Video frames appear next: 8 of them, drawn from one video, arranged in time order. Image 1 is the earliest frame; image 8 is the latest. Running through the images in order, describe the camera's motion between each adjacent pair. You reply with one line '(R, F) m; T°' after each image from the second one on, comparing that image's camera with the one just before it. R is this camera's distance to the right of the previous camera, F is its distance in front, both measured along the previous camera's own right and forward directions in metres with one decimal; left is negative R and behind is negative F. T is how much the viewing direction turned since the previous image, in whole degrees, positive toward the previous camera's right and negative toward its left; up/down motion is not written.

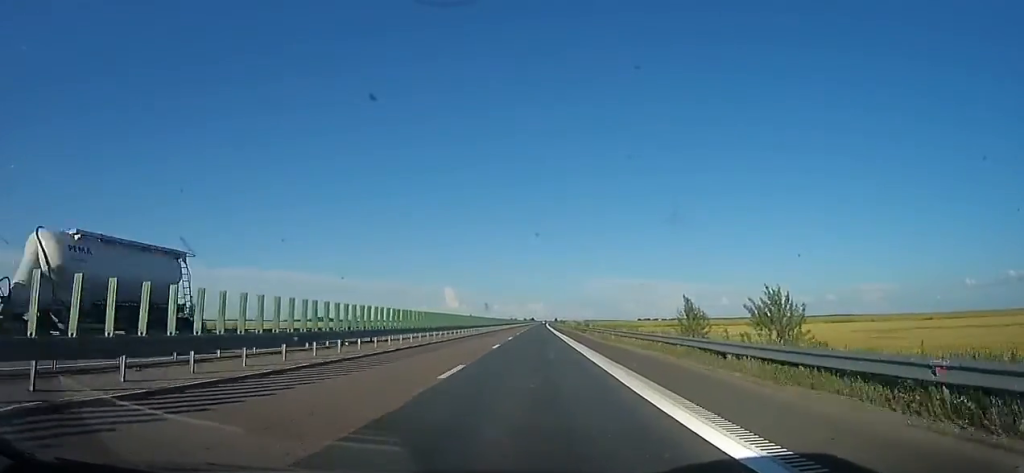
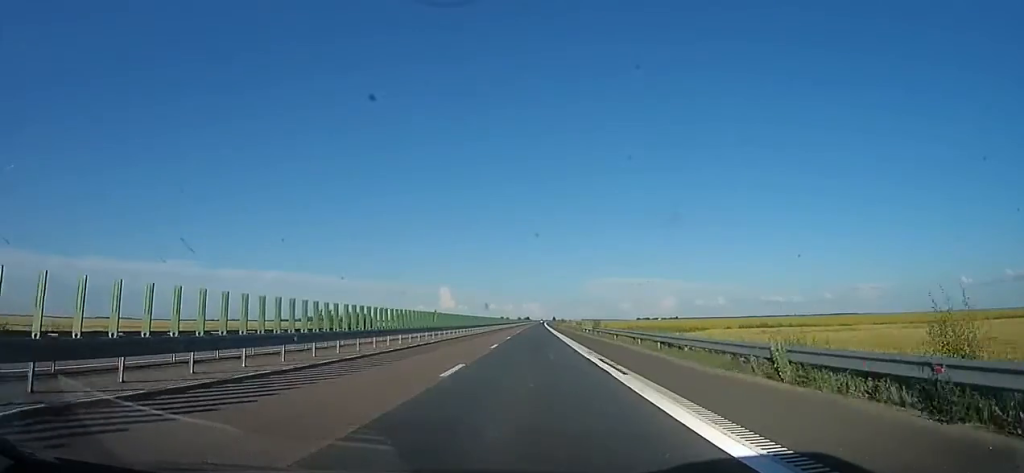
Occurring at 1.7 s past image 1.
(+0.5, +60.1) m; 0°
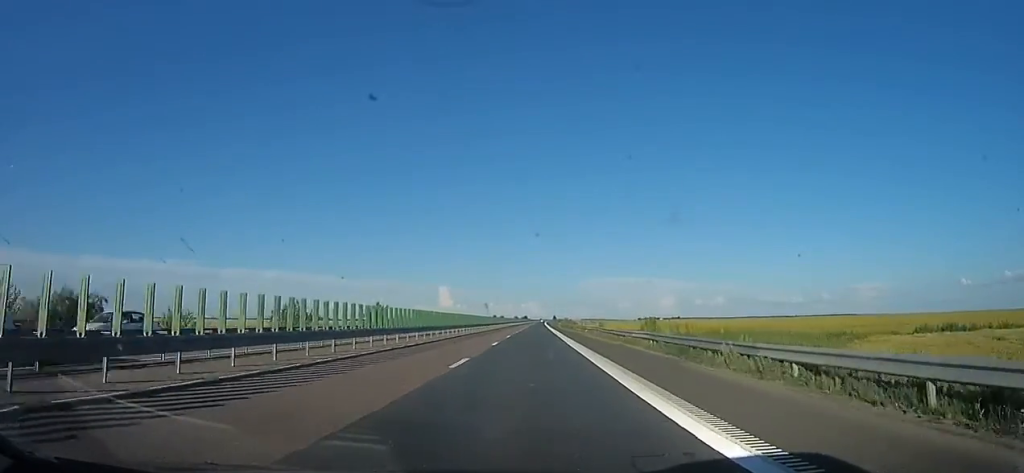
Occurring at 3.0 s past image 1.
(-0.7, +46.4) m; 0°
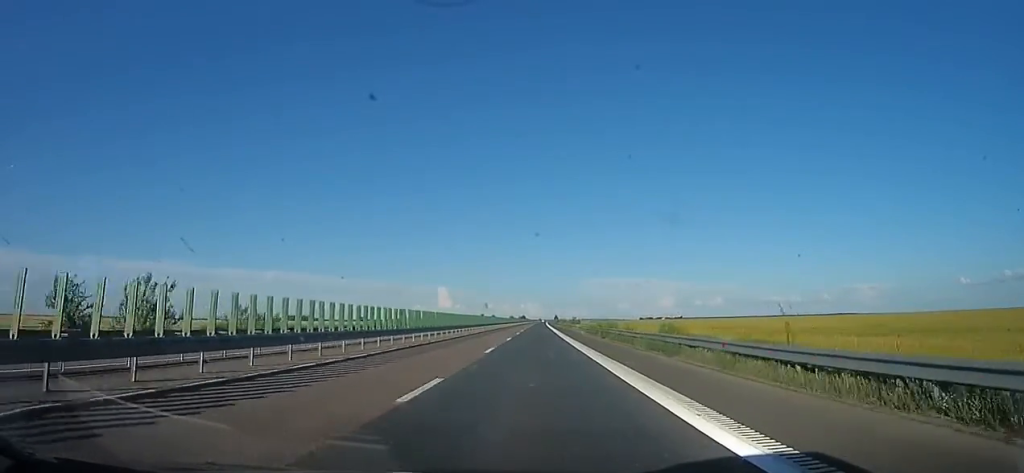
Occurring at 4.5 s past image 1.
(+0.1, +53.2) m; -1°
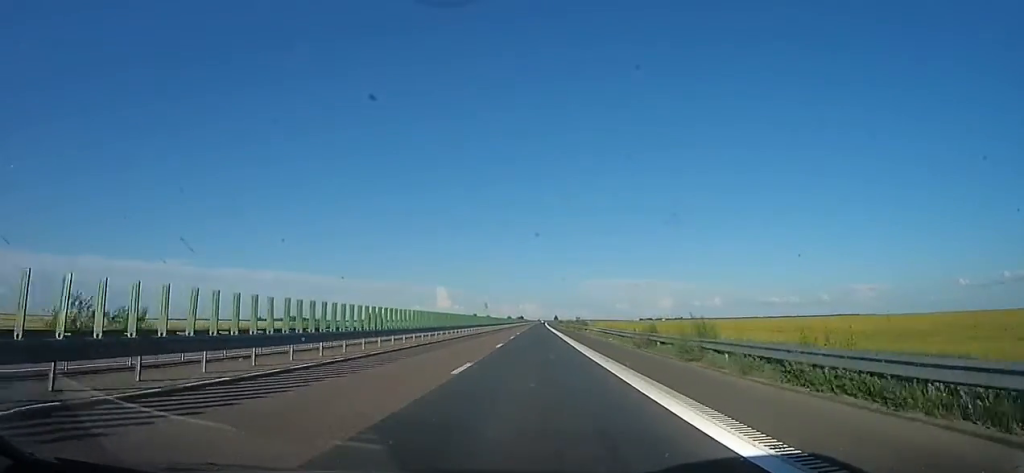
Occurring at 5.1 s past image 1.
(-0.1, +19.8) m; 0°
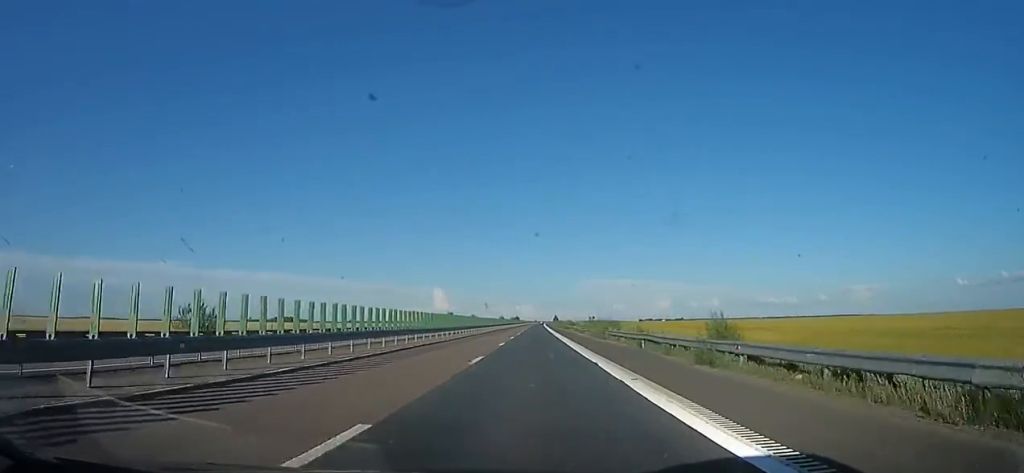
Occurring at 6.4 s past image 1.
(0.0, +45.0) m; +1°
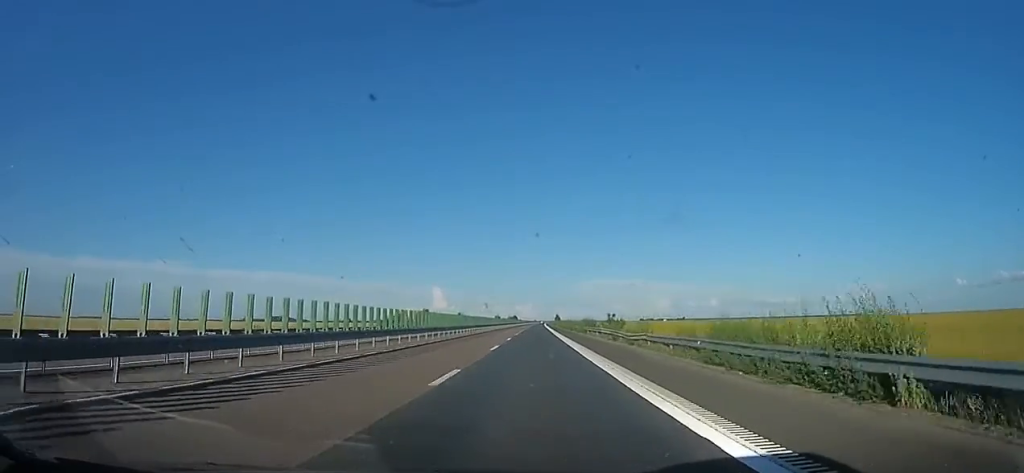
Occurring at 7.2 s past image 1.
(+0.6, +29.1) m; +1°
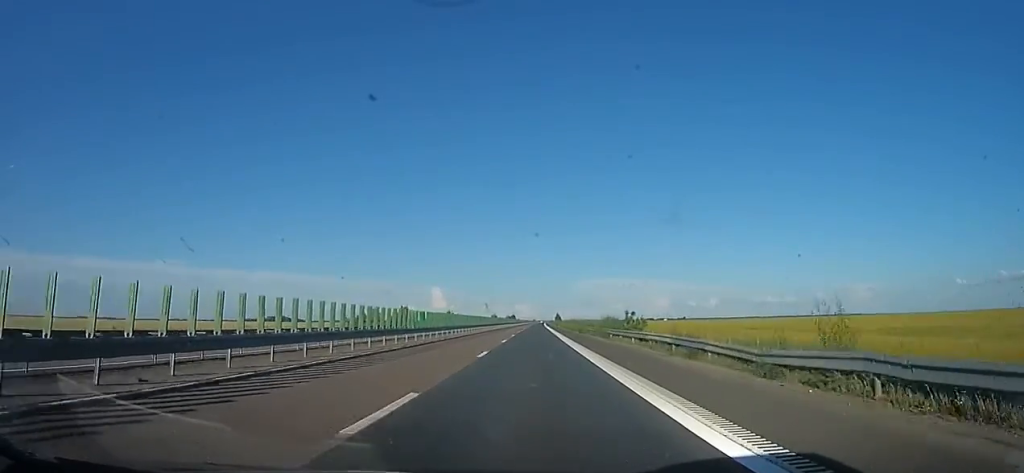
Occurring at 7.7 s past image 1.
(+0.2, +16.3) m; 0°
